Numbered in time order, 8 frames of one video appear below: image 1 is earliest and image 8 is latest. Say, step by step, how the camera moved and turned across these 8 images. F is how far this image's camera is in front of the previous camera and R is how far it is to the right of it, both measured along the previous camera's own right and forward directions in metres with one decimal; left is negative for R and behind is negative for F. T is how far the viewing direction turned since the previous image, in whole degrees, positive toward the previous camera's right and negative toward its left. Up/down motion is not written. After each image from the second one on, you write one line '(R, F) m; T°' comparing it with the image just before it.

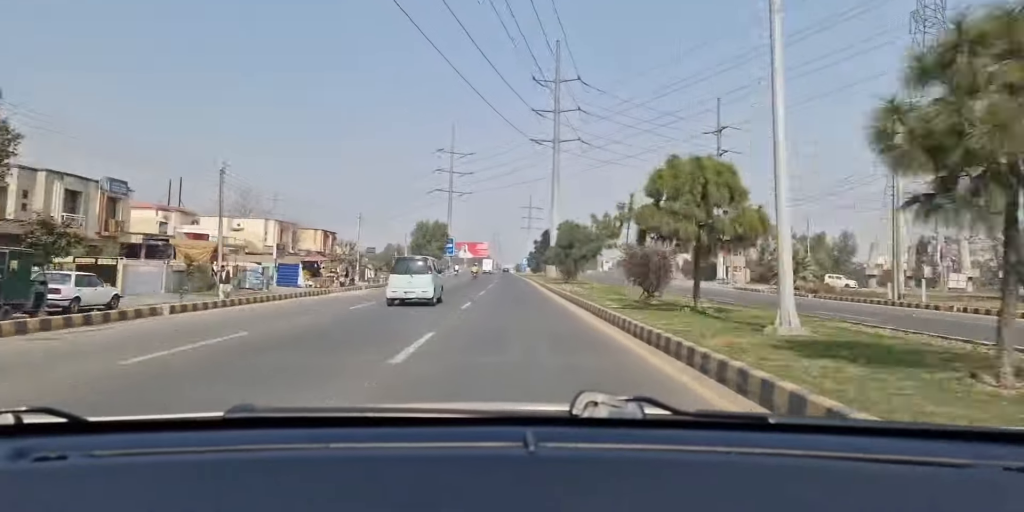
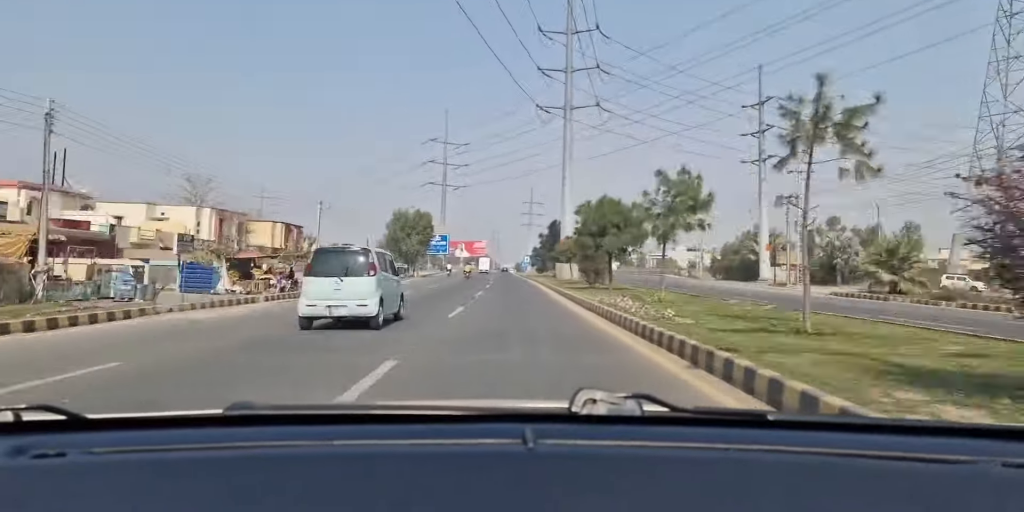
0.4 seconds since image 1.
(+0.1, +16.0) m; 0°
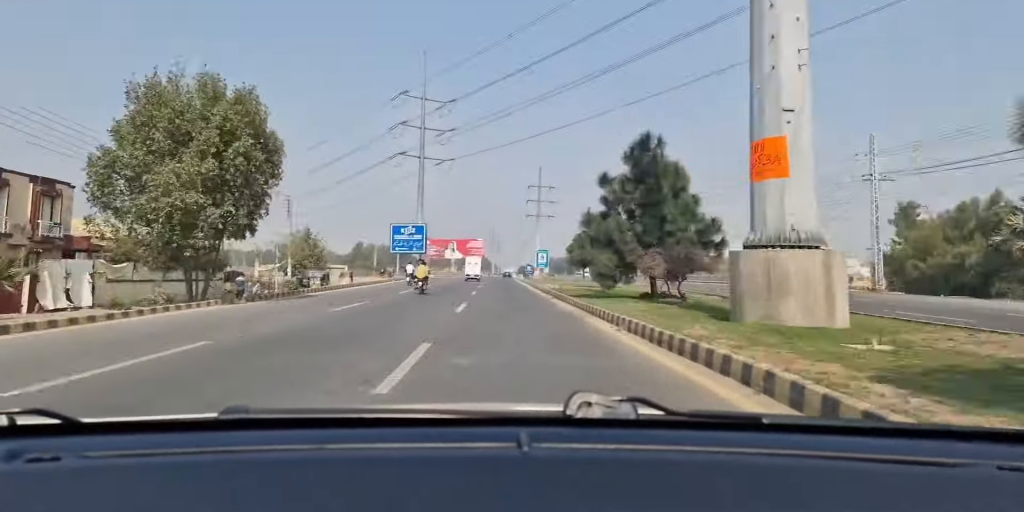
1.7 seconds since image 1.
(-0.1, +46.0) m; 0°
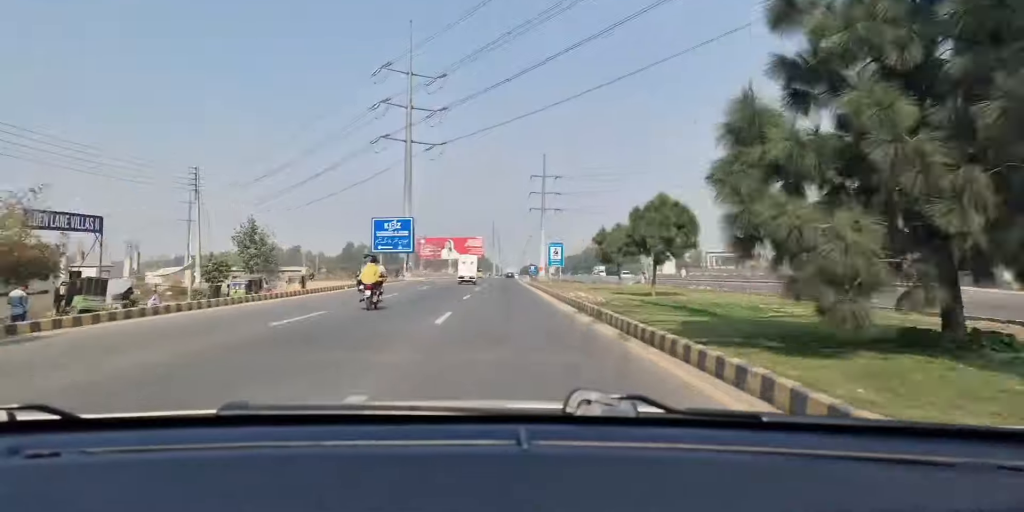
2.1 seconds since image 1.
(+0.1, +16.3) m; 0°
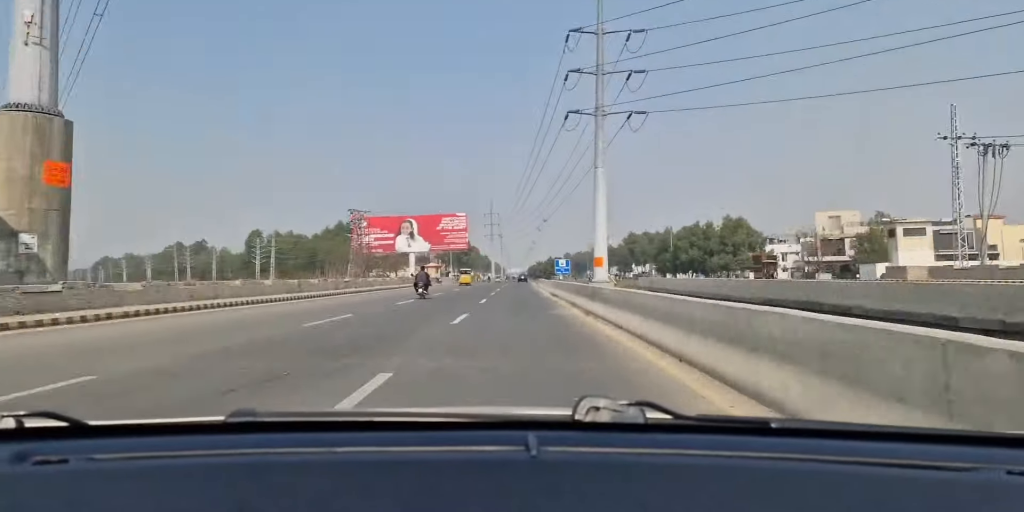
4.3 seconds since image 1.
(+0.2, +82.8) m; +1°
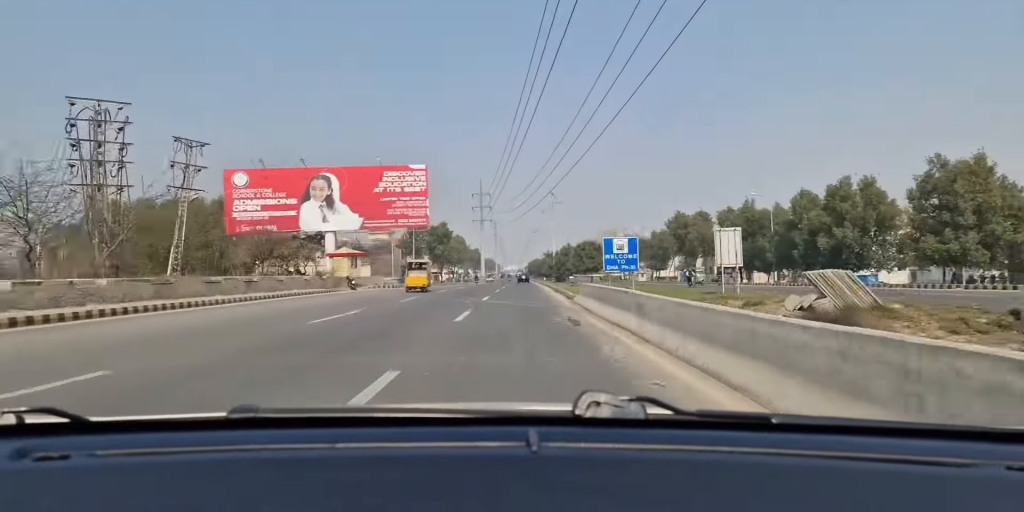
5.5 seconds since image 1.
(+0.2, +47.9) m; 0°
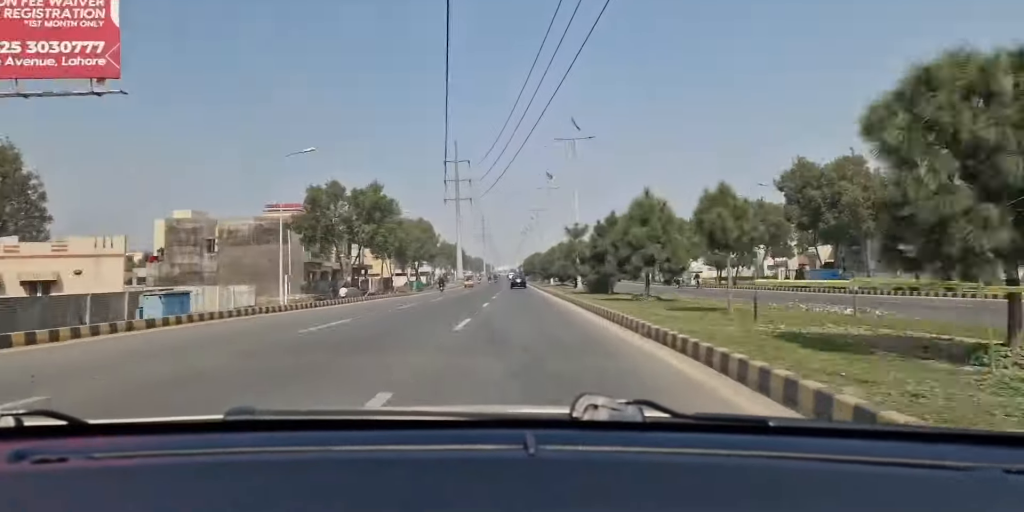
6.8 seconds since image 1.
(+0.2, +50.0) m; 0°
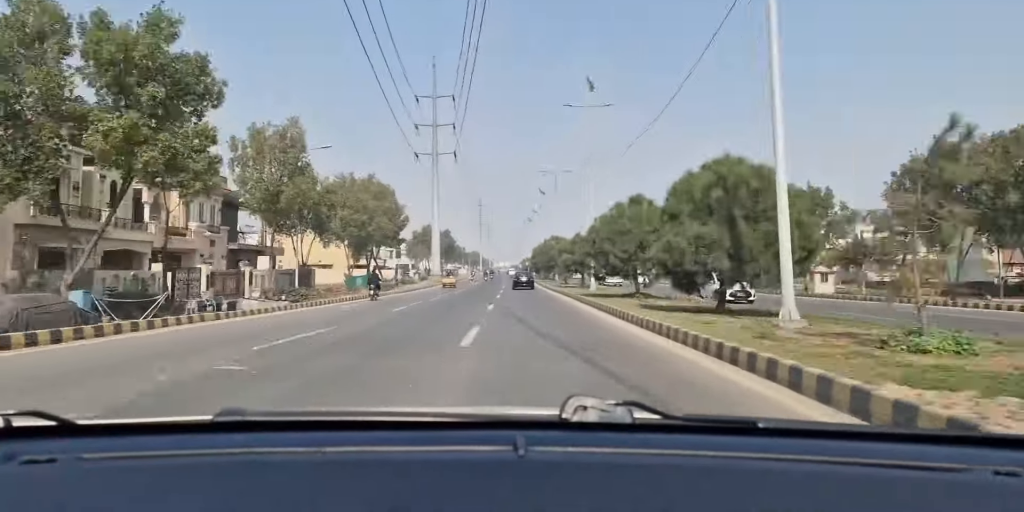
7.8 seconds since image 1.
(-0.1, +39.8) m; -1°
